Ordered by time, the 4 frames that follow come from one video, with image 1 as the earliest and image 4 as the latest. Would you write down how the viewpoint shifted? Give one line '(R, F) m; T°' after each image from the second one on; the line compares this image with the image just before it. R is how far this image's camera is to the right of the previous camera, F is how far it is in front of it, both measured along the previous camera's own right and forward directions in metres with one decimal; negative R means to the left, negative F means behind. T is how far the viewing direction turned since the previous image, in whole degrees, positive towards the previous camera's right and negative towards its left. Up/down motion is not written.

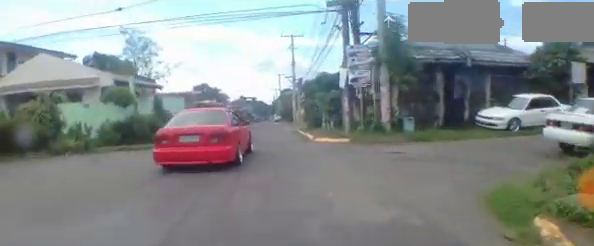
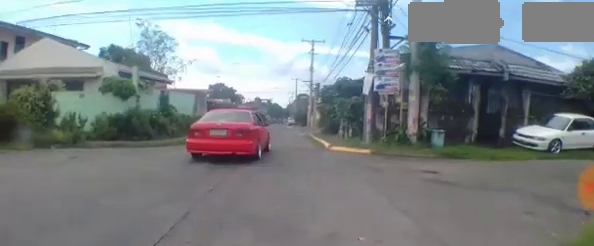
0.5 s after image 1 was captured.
(-0.1, +1.4) m; -1°
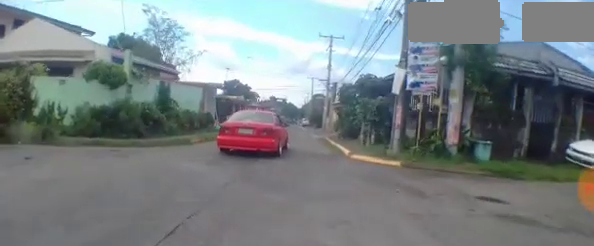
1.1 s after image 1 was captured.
(-0.3, +1.9) m; +1°
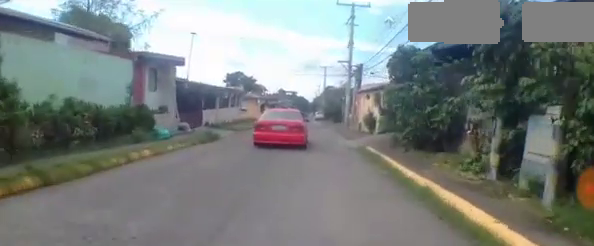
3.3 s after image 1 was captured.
(+0.7, +10.4) m; +1°
